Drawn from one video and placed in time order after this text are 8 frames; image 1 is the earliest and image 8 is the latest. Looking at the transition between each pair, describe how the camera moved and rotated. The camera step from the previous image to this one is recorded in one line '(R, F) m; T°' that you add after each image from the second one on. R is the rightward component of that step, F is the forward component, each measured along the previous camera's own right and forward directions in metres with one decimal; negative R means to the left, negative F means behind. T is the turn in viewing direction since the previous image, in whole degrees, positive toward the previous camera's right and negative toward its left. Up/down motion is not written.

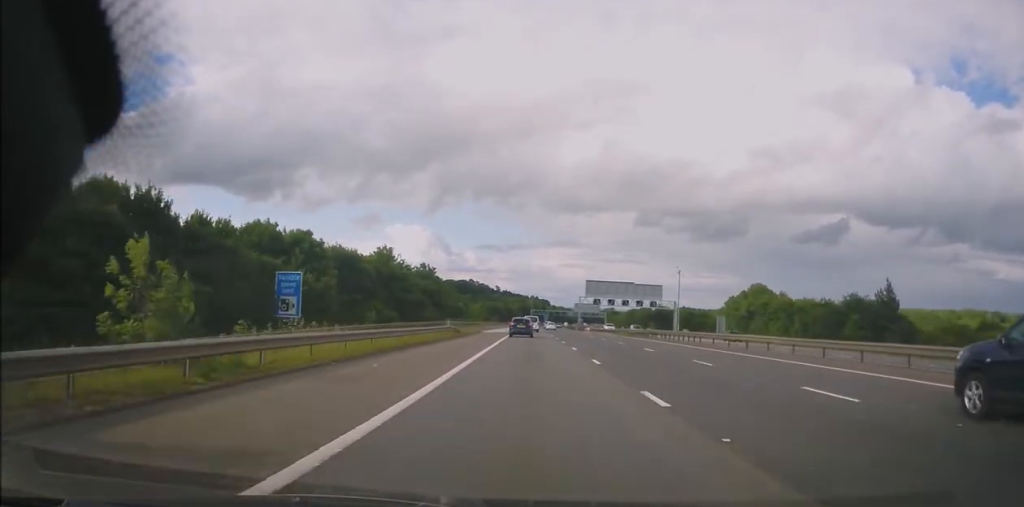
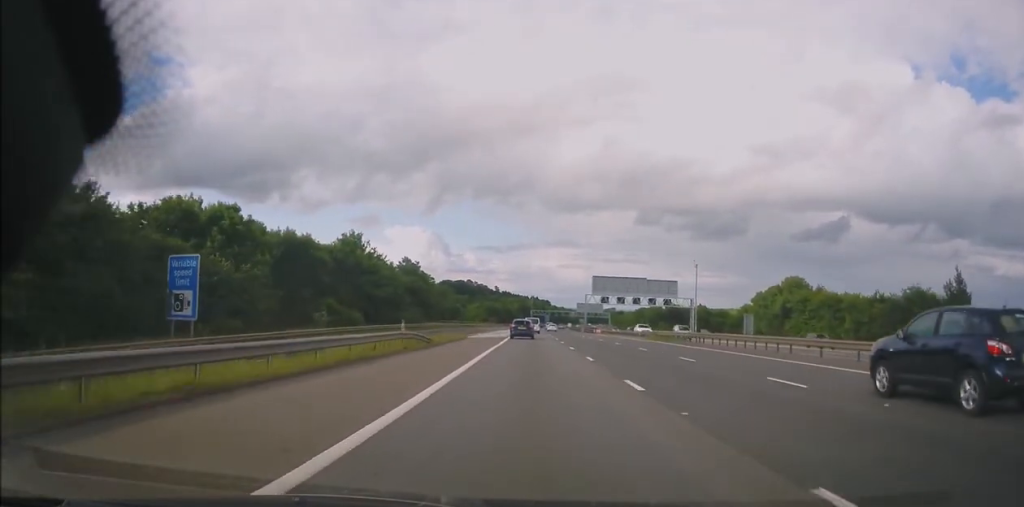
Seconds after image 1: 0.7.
(0.0, +17.3) m; 0°
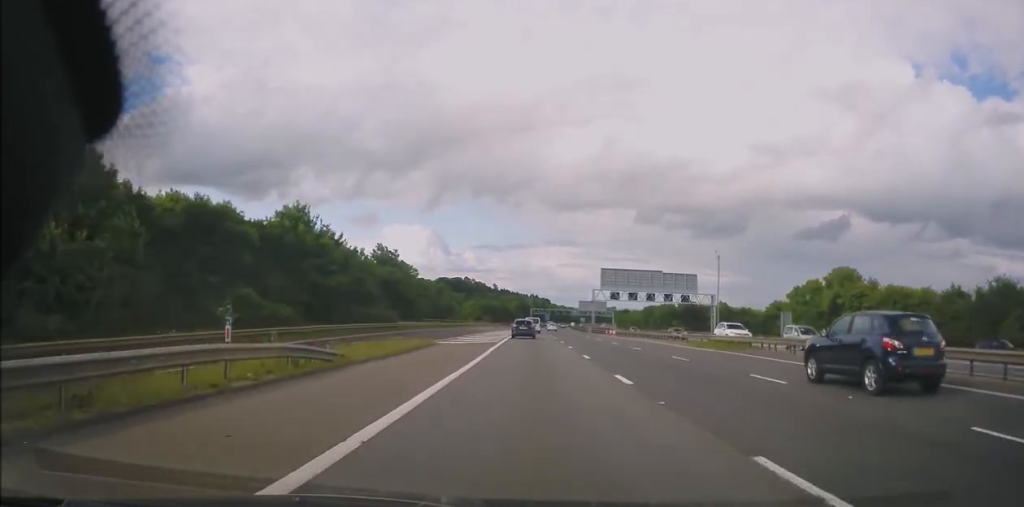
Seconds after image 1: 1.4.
(0.0, +16.3) m; 0°
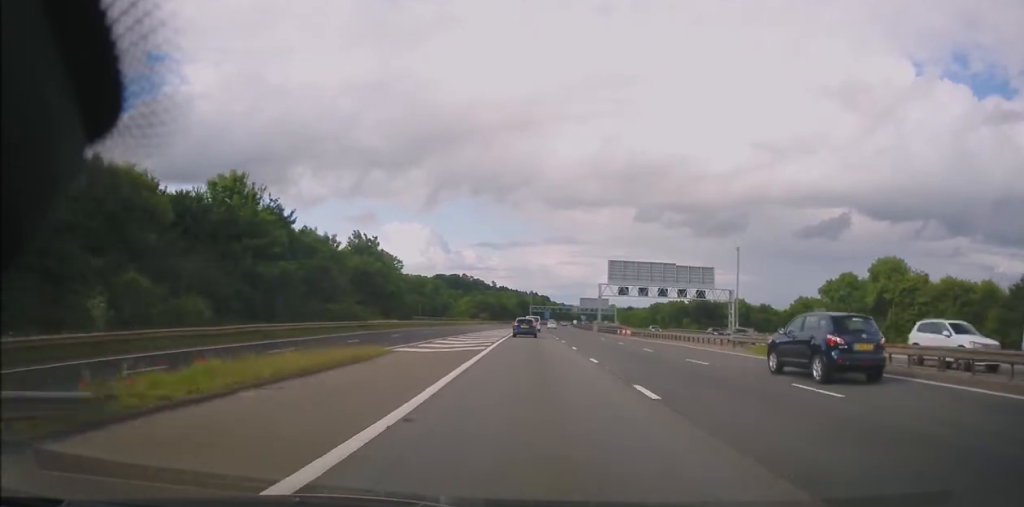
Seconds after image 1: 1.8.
(-0.1, +11.5) m; 0°
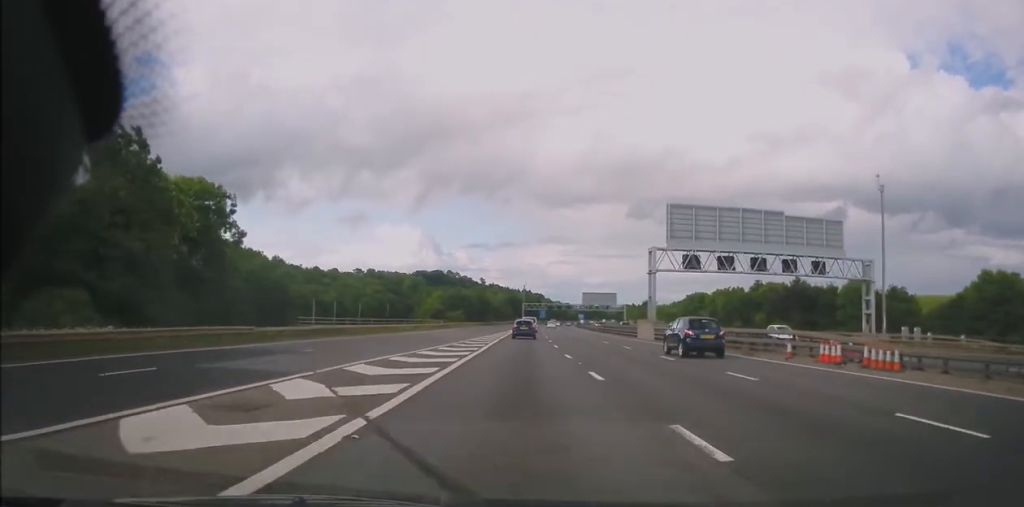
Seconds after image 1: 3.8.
(+0.5, +49.0) m; +1°
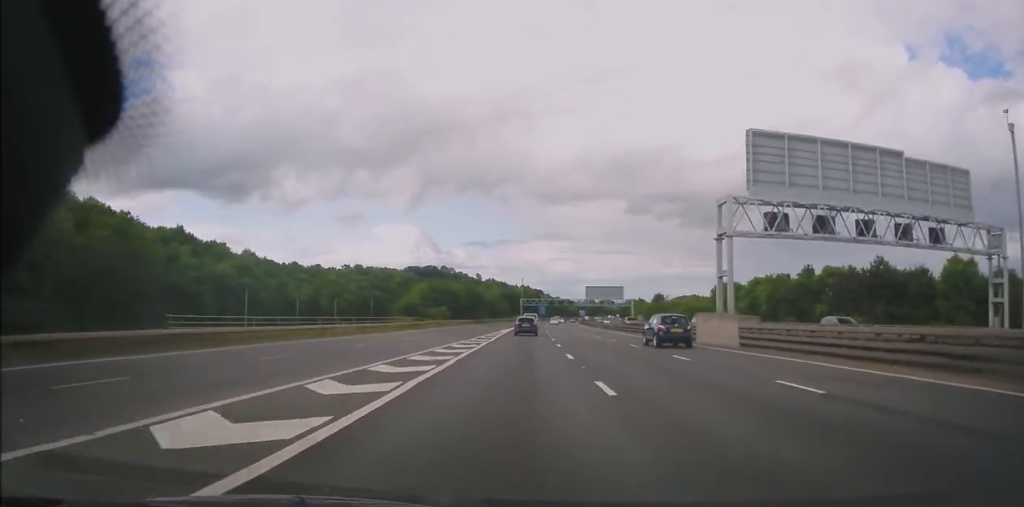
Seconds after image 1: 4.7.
(-0.1, +21.2) m; 0°
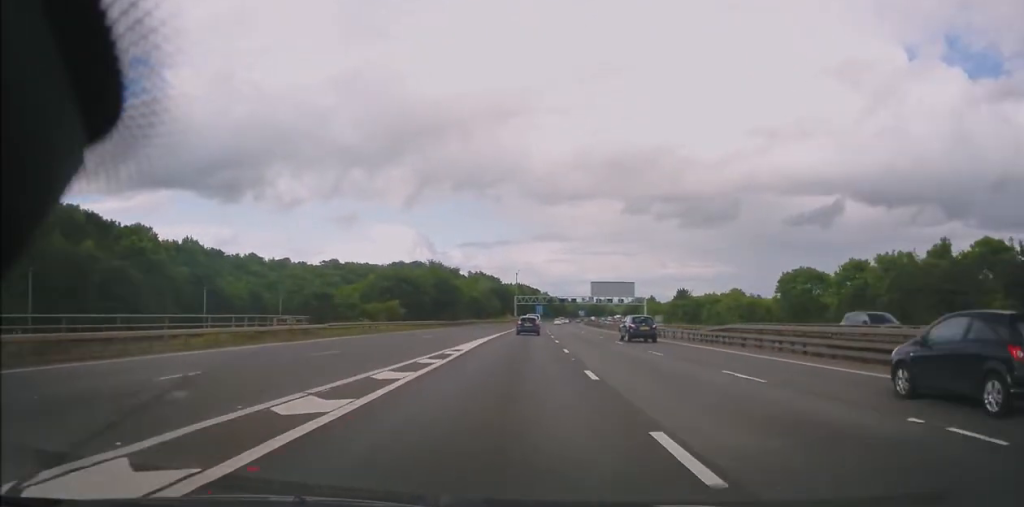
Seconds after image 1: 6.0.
(0.0, +32.7) m; 0°
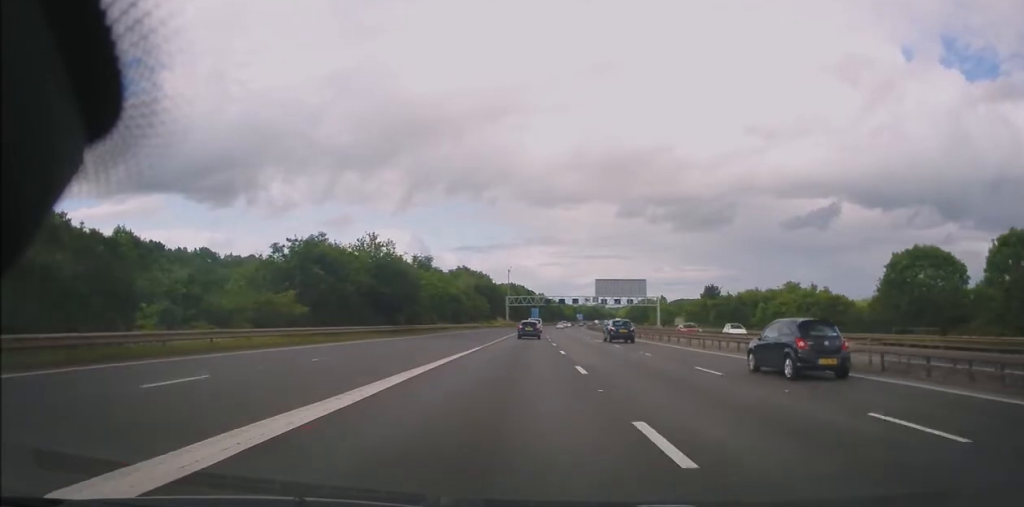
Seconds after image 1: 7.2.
(+0.1, +28.0) m; 0°
